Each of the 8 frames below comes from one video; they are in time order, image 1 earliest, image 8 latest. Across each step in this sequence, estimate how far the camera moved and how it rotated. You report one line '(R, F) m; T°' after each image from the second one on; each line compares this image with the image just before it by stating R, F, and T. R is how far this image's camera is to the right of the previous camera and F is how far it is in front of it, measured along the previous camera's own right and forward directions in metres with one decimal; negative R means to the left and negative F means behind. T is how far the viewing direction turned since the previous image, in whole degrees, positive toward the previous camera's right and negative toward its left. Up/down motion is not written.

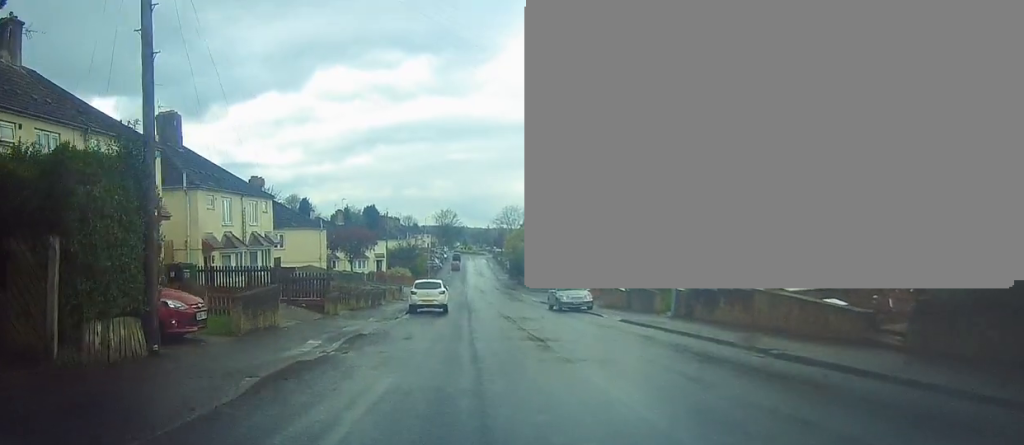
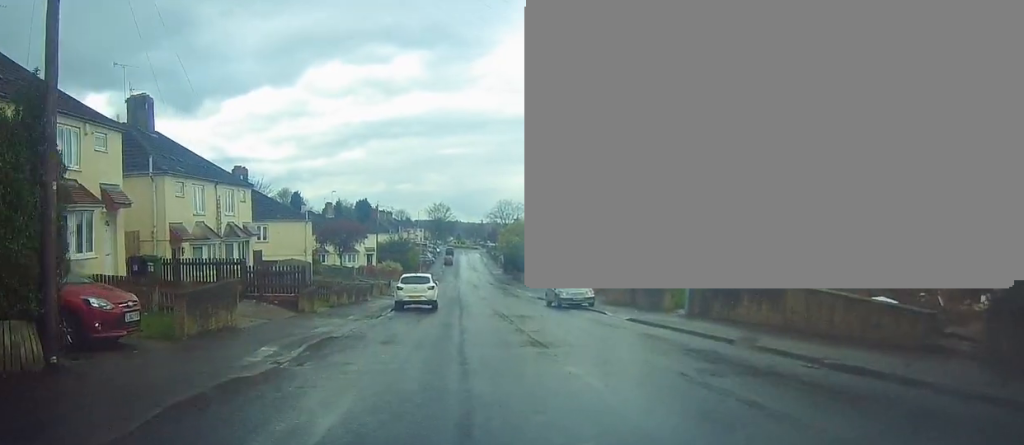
(0.0, +2.5) m; 0°
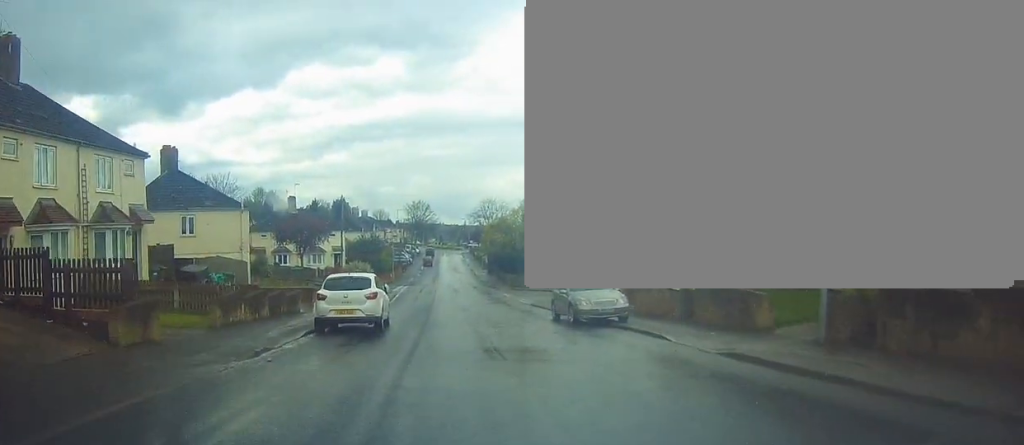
(+0.1, +10.2) m; +1°
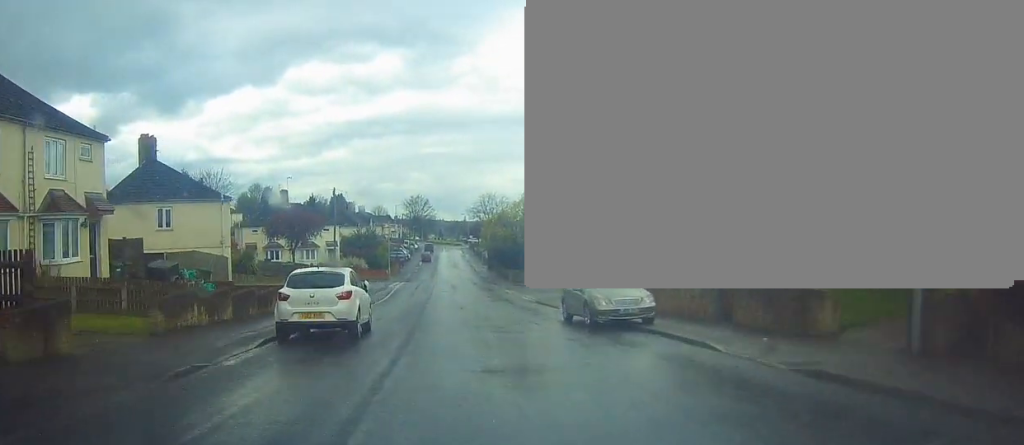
(0.0, +3.1) m; 0°
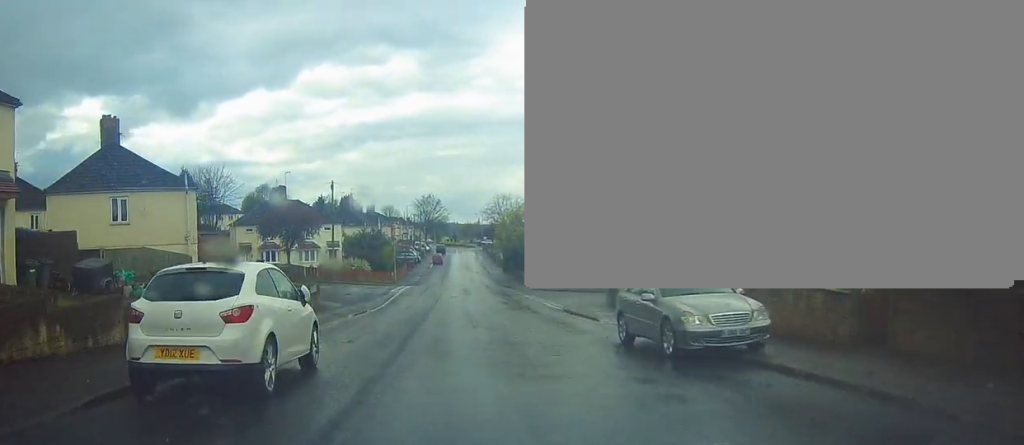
(0.0, +6.4) m; -3°
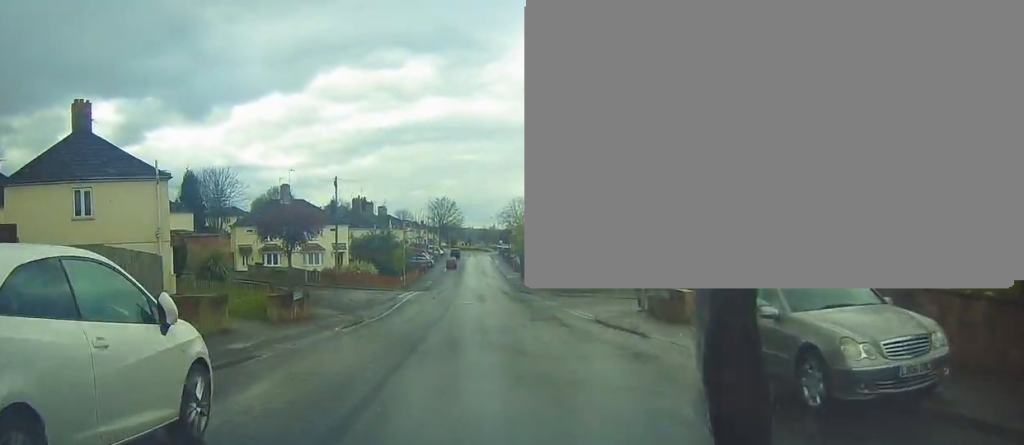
(-0.1, +4.6) m; -3°
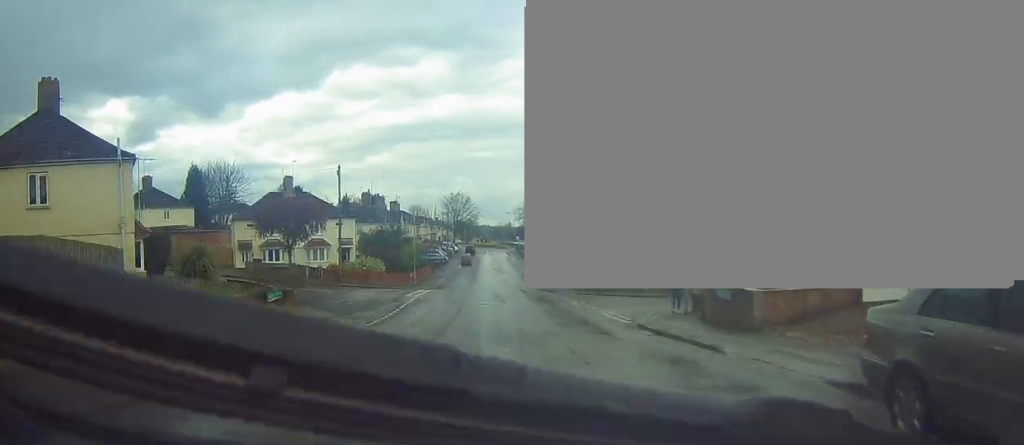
(-0.2, +4.4) m; -3°
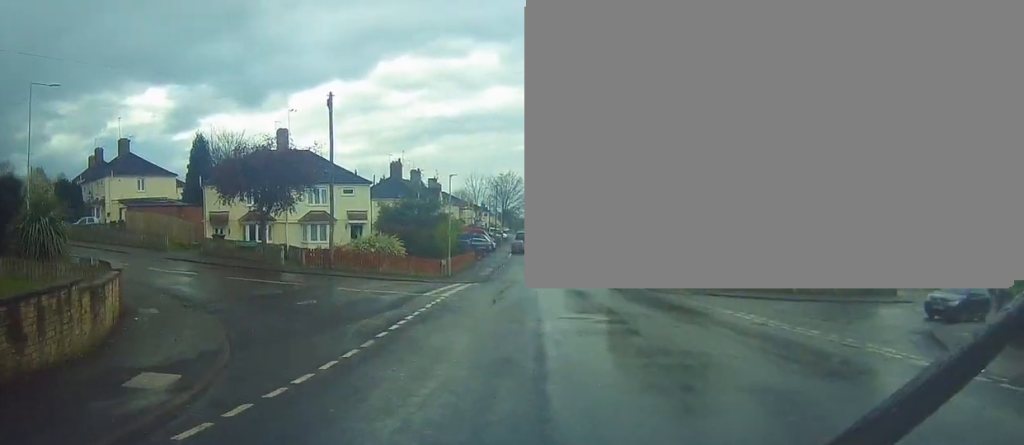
(-0.3, +17.2) m; 0°
